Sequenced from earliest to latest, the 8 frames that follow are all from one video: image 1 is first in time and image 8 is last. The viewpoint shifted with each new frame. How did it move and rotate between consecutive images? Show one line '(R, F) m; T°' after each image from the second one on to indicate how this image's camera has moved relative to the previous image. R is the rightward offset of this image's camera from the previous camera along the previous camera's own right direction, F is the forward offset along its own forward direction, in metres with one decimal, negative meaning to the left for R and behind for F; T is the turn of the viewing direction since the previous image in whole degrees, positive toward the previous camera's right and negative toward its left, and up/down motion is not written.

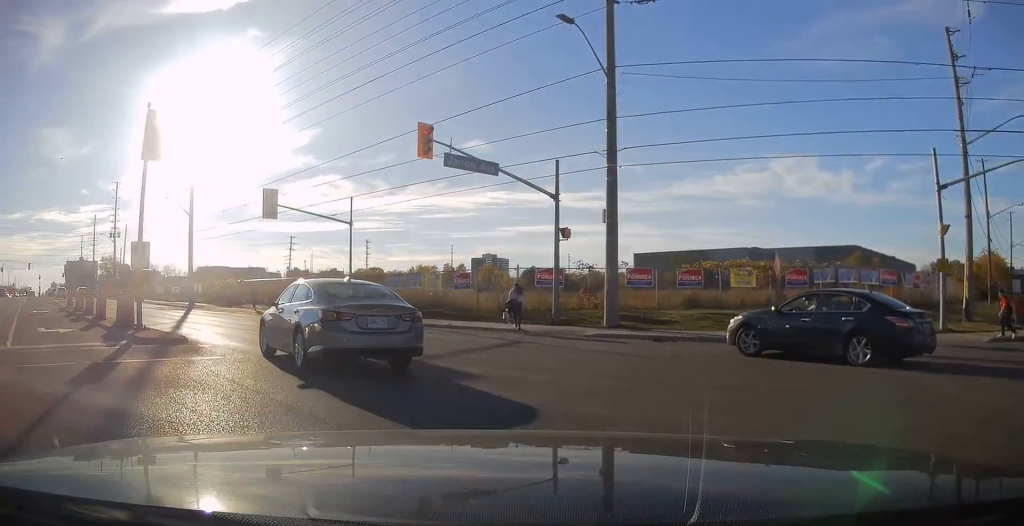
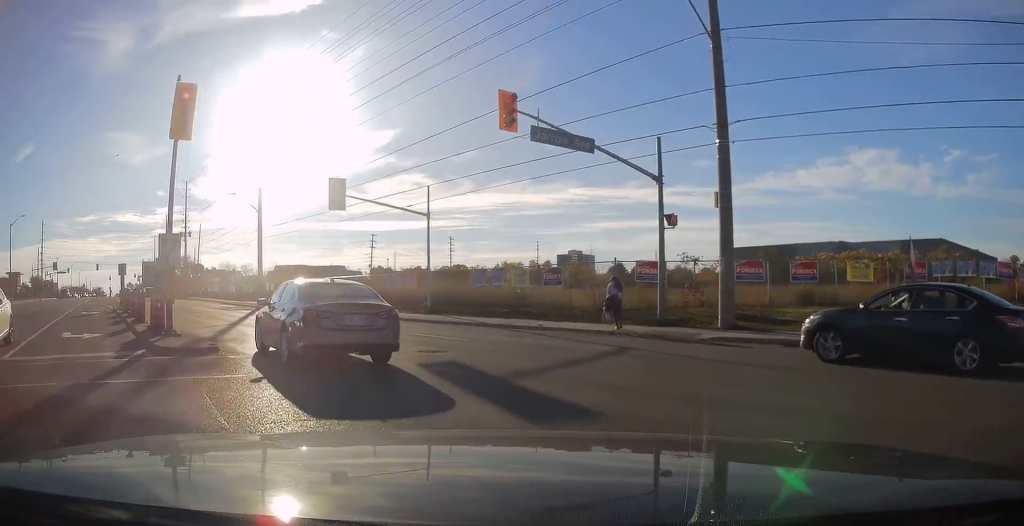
(-0.1, +2.7) m; -6°
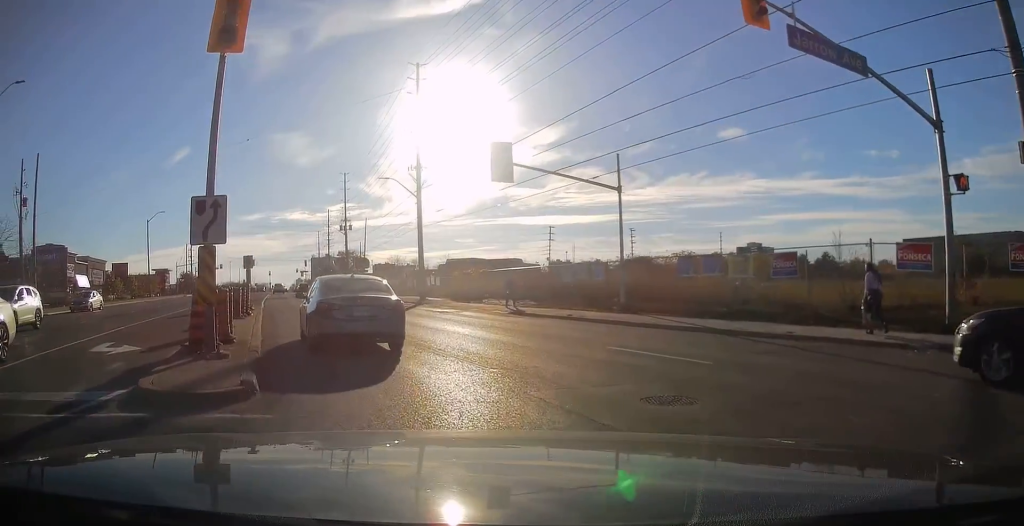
(-0.6, +5.7) m; -14°
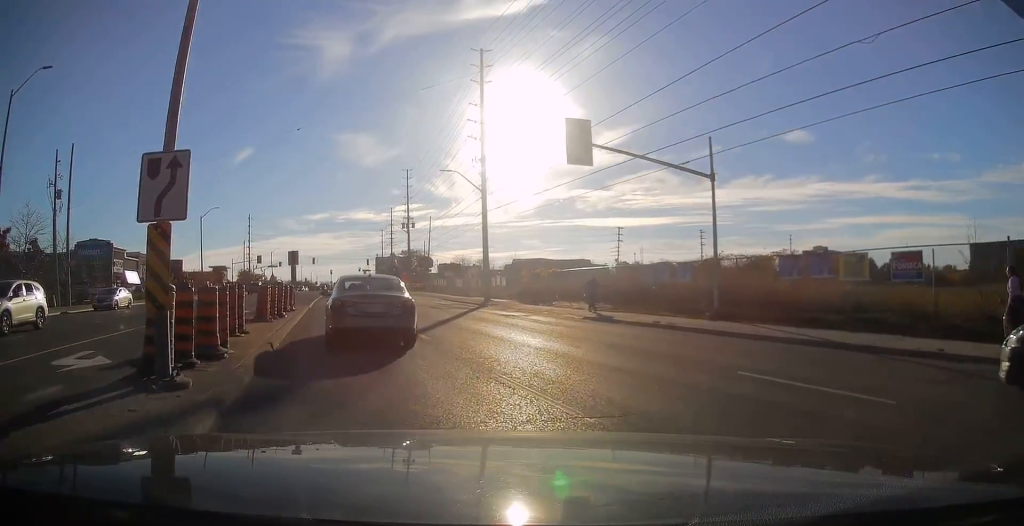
(-0.3, +3.0) m; -7°
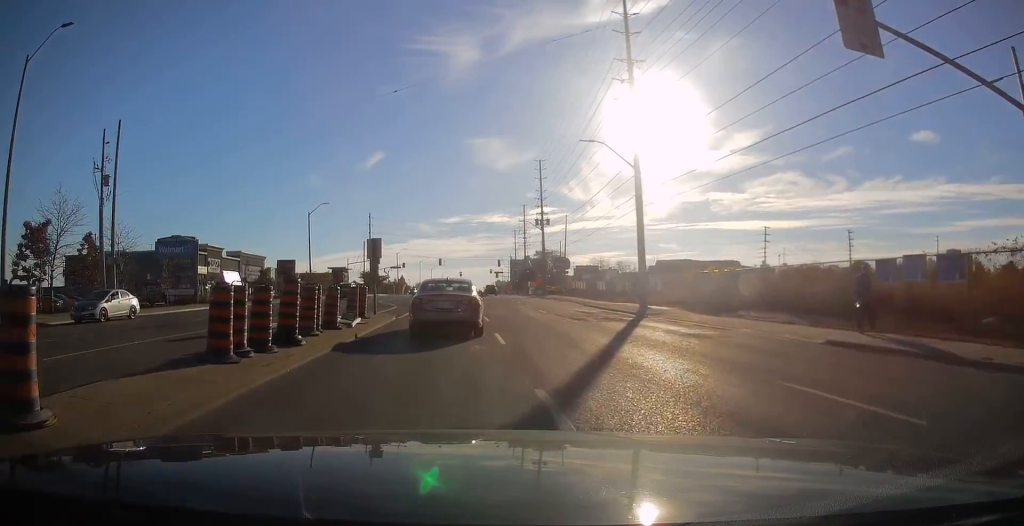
(-1.3, +9.0) m; -14°
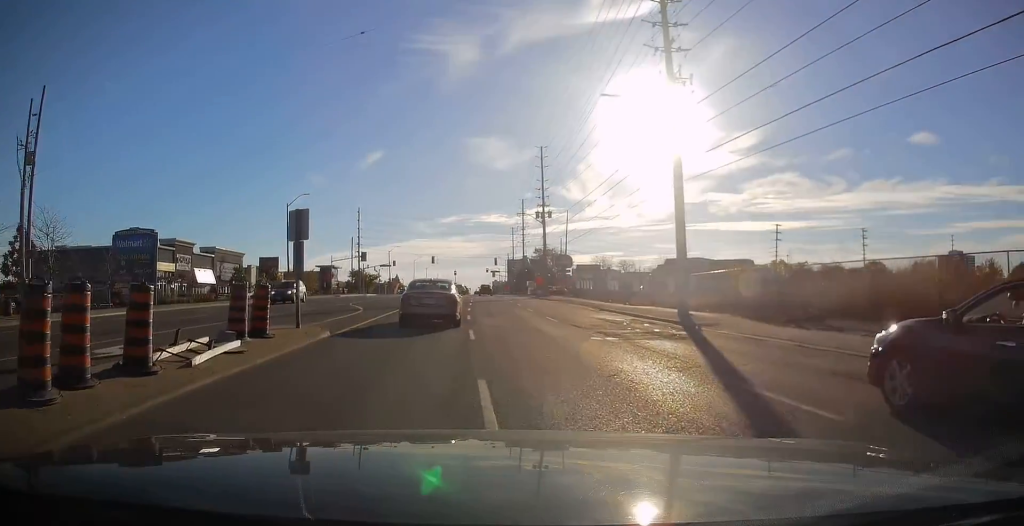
(-0.4, +8.1) m; -1°
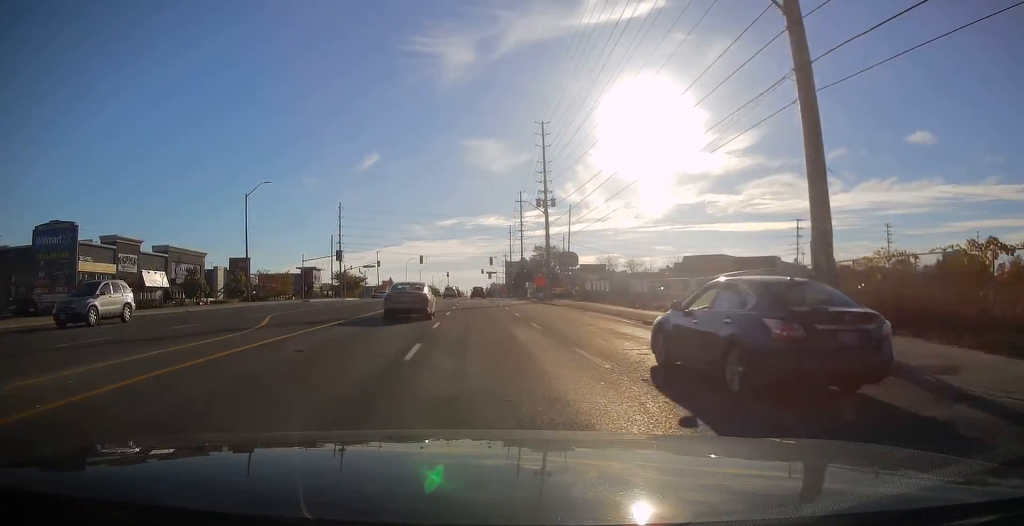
(+0.3, +12.7) m; 0°
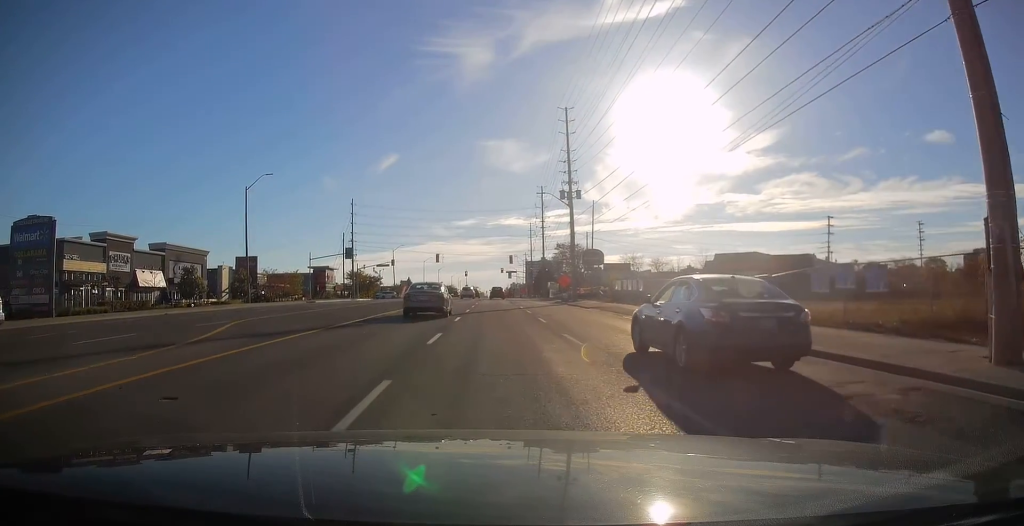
(0.0, +5.5) m; -1°
